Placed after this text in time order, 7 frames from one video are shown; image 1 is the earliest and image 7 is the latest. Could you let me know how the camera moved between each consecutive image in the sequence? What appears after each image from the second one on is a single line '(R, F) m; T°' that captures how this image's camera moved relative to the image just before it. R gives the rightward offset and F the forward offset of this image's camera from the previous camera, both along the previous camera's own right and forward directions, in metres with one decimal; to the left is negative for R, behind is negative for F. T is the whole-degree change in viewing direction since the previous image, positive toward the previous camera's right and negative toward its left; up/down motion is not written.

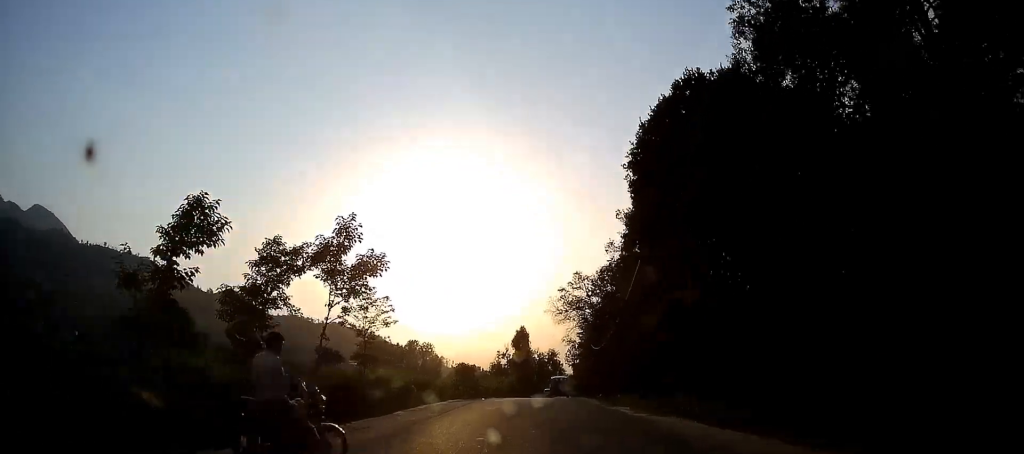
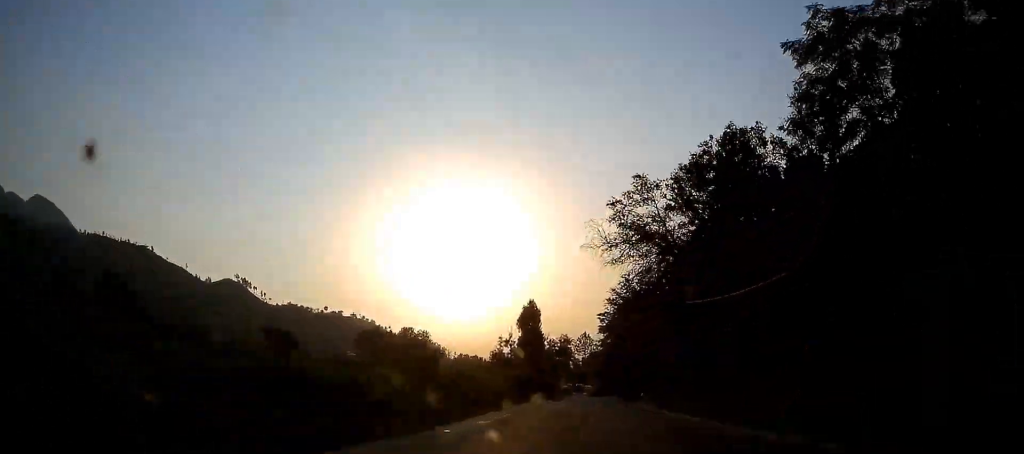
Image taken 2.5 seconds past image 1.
(-0.1, +23.9) m; 0°
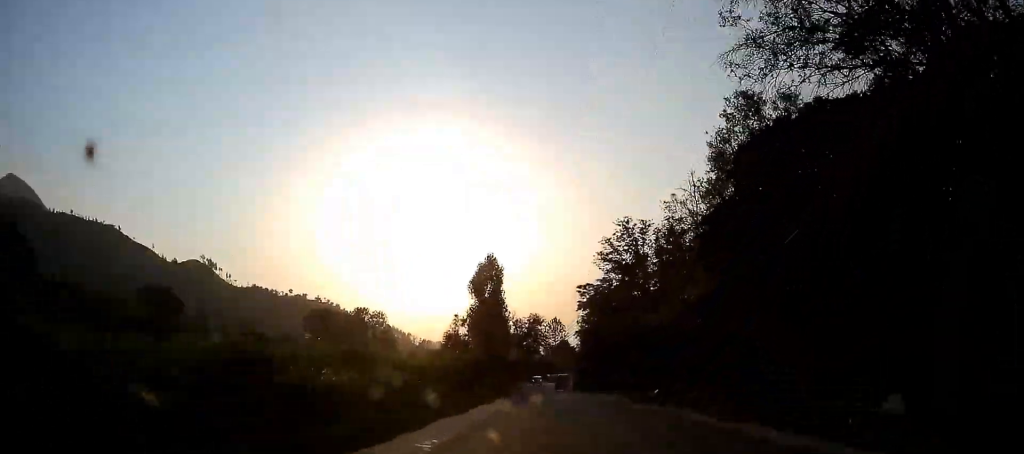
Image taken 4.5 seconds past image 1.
(+0.2, +20.7) m; +3°
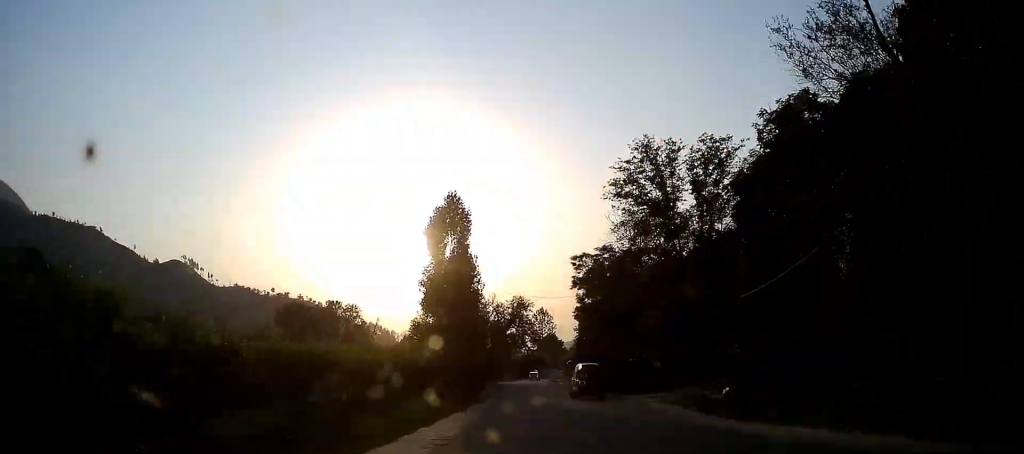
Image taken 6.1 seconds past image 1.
(+0.5, +15.9) m; +2°
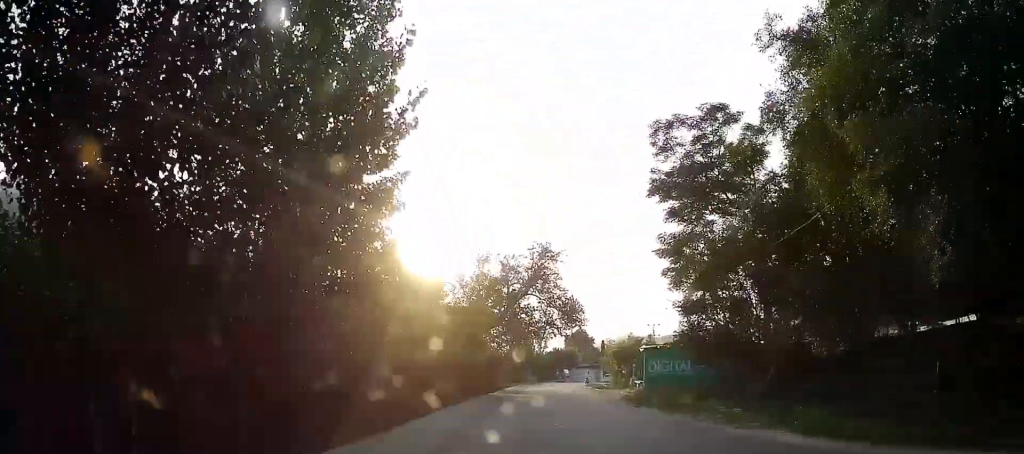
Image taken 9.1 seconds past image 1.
(+0.3, +33.0) m; 0°
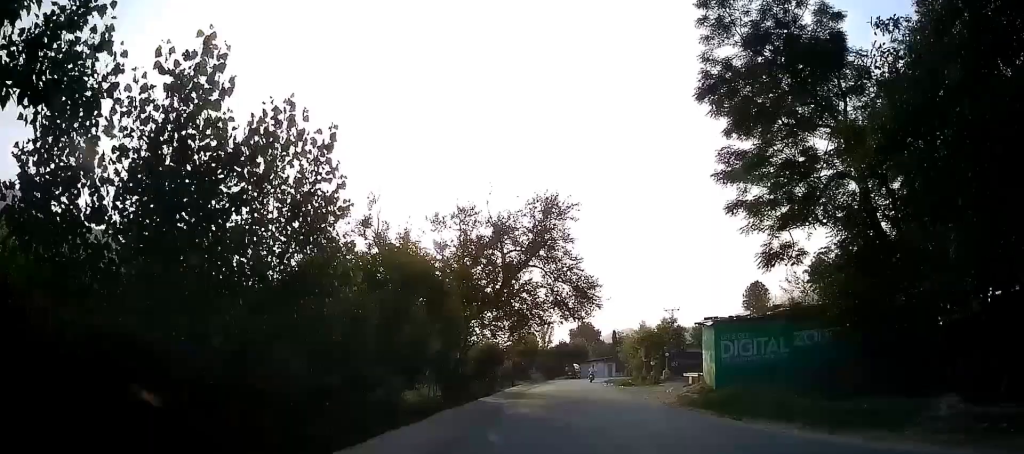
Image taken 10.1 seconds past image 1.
(0.0, +10.8) m; -1°
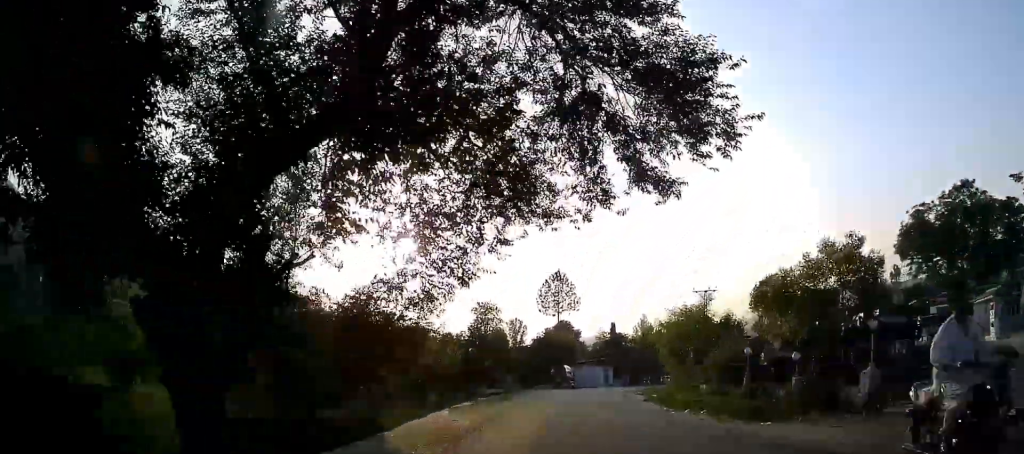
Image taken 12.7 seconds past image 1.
(-0.5, +26.8) m; 0°
